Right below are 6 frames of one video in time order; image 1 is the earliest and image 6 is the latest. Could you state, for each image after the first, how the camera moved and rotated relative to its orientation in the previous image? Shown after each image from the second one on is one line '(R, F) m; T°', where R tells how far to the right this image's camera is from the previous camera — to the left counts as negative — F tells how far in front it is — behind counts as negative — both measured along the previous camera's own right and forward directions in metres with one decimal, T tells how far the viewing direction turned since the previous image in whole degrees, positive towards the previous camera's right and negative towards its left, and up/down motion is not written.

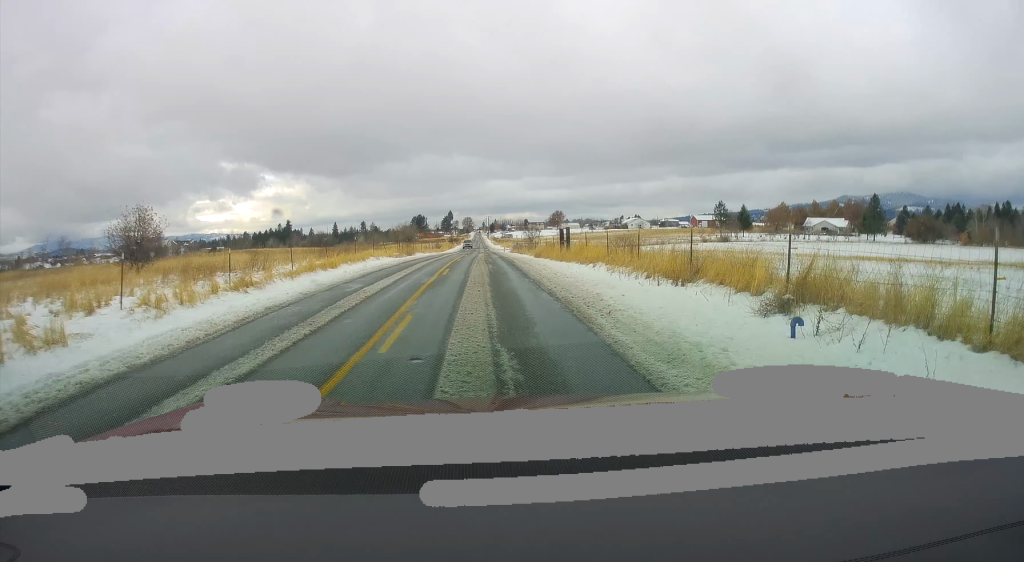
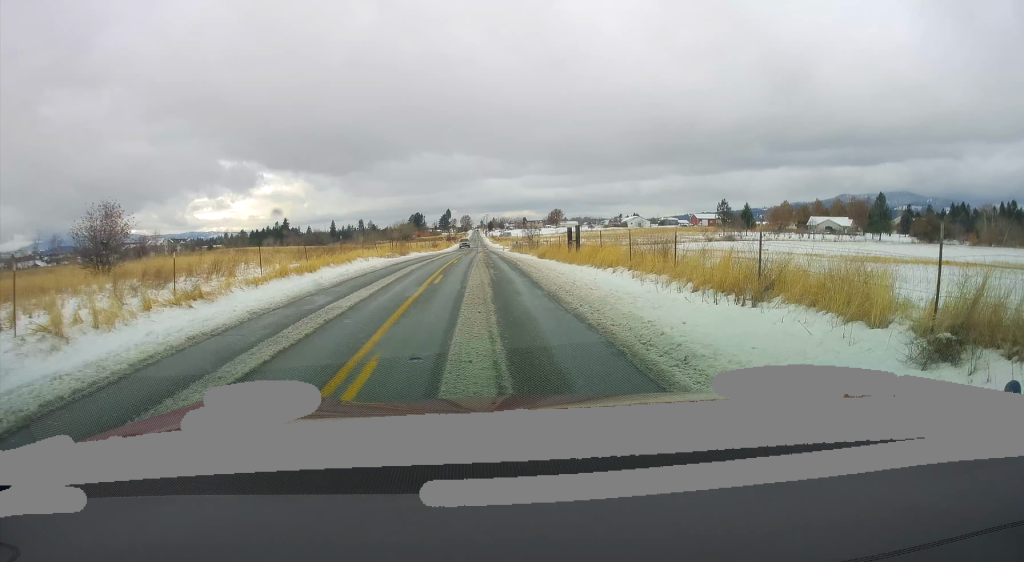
(0.0, +4.7) m; 0°
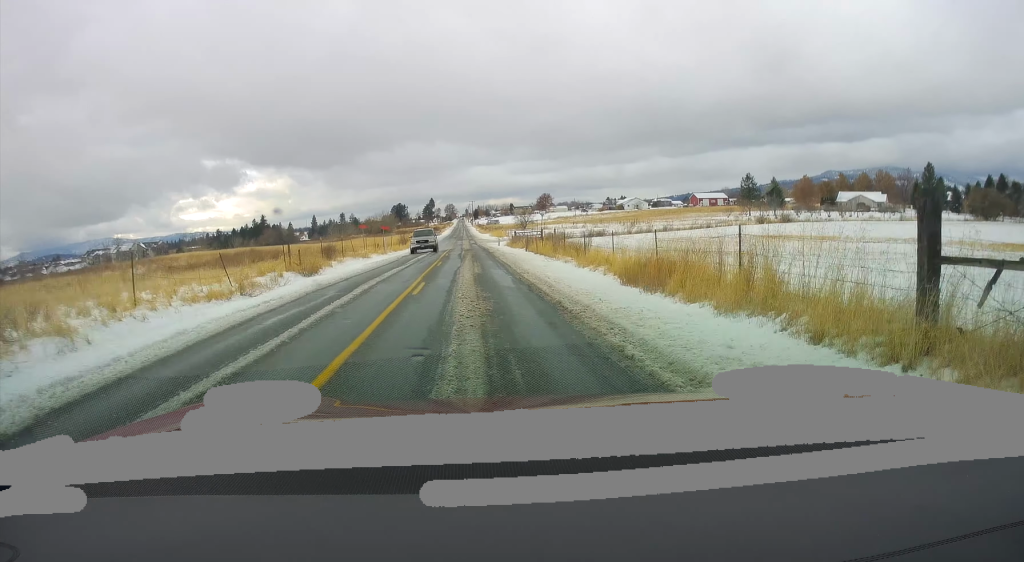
(-0.3, +22.8) m; +1°
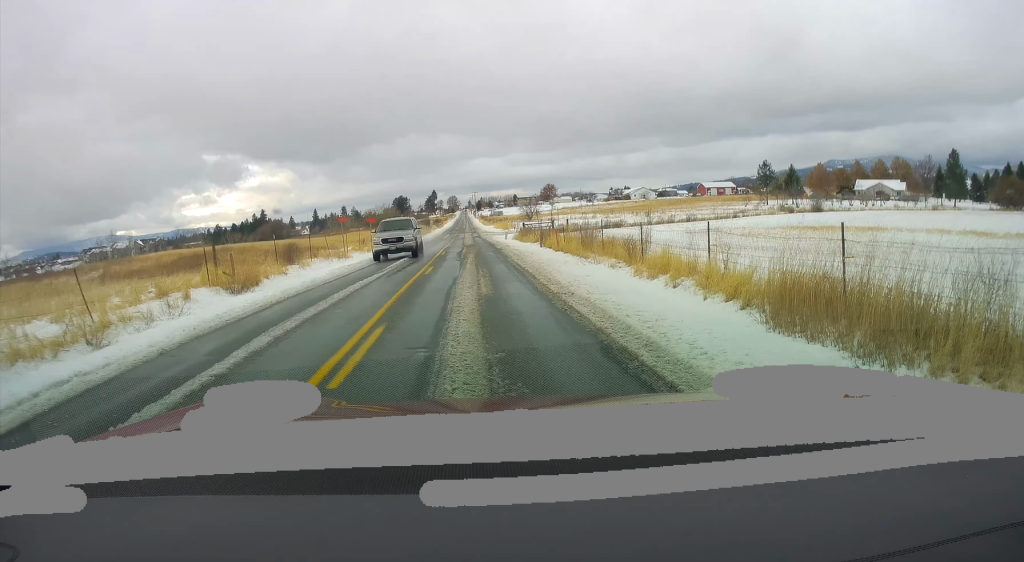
(+0.3, +6.5) m; +1°
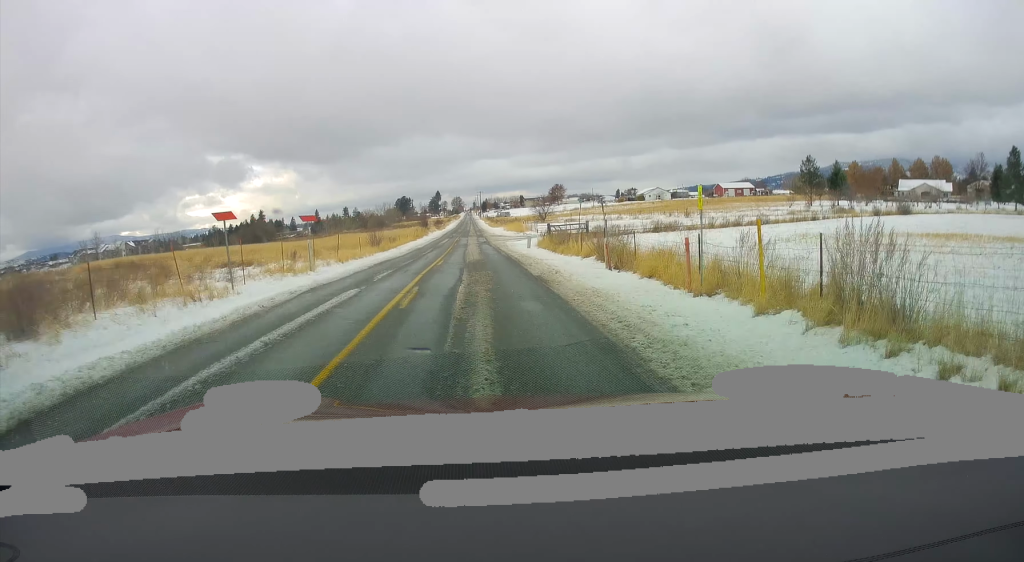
(-0.1, +15.0) m; -3°
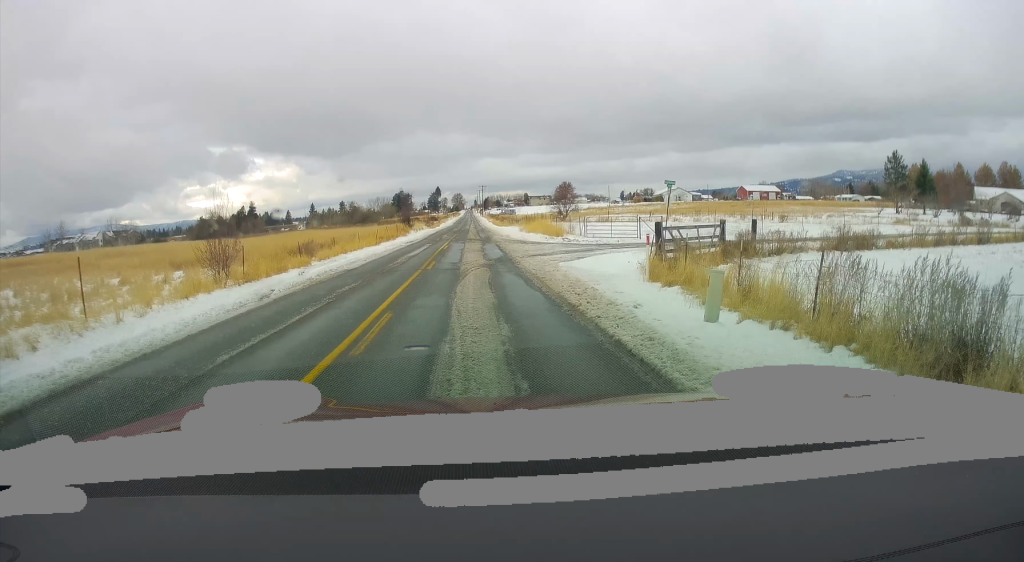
(-0.7, +24.9) m; +1°
